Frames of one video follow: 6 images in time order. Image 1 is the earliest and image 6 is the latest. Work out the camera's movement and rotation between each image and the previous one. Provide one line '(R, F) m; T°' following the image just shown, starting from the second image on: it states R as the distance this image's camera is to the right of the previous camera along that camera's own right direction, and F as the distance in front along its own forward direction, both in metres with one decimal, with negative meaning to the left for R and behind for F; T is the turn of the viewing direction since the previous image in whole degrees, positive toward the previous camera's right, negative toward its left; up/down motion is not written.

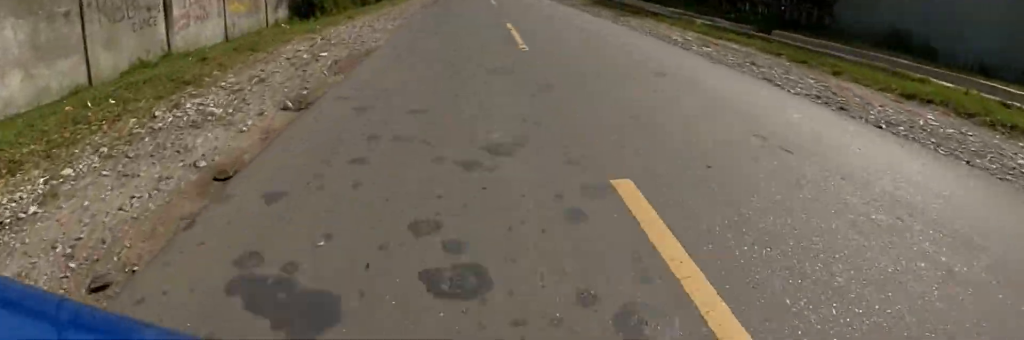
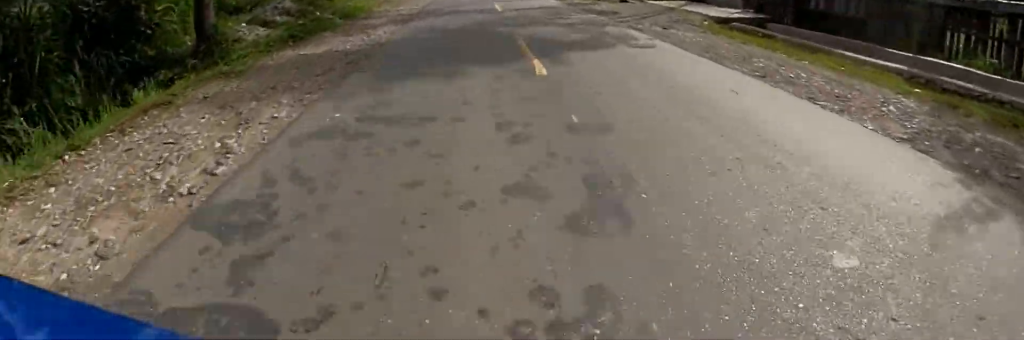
(-0.1, +24.7) m; -2°
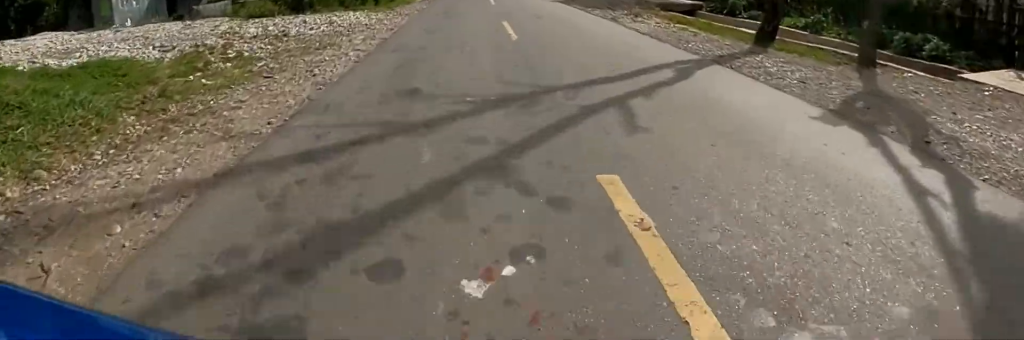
(0.0, +12.5) m; 0°
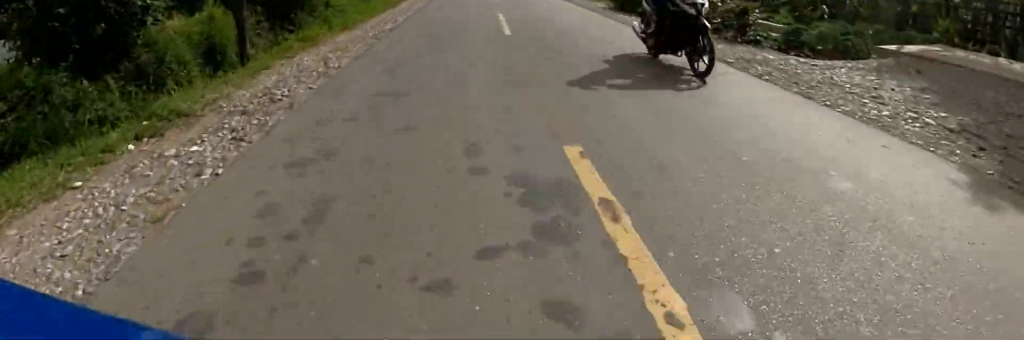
(+0.1, +15.5) m; 0°
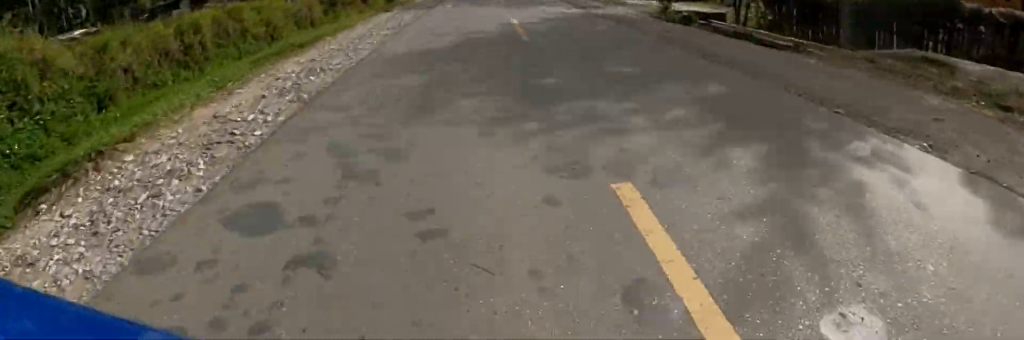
(0.0, +16.6) m; 0°
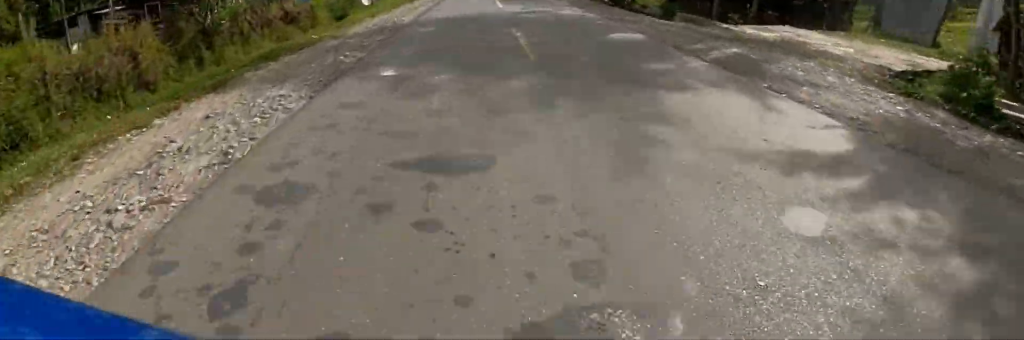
(0.0, +9.0) m; -2°
